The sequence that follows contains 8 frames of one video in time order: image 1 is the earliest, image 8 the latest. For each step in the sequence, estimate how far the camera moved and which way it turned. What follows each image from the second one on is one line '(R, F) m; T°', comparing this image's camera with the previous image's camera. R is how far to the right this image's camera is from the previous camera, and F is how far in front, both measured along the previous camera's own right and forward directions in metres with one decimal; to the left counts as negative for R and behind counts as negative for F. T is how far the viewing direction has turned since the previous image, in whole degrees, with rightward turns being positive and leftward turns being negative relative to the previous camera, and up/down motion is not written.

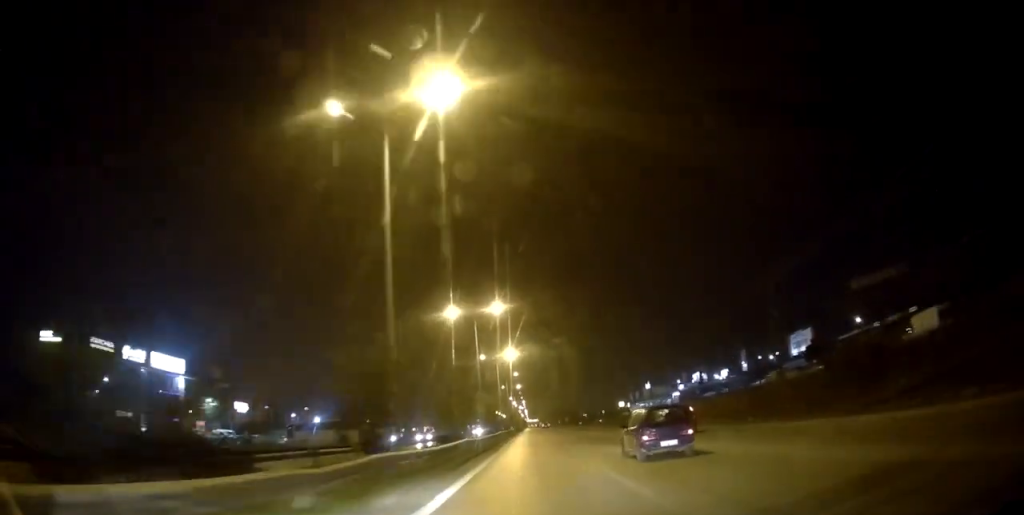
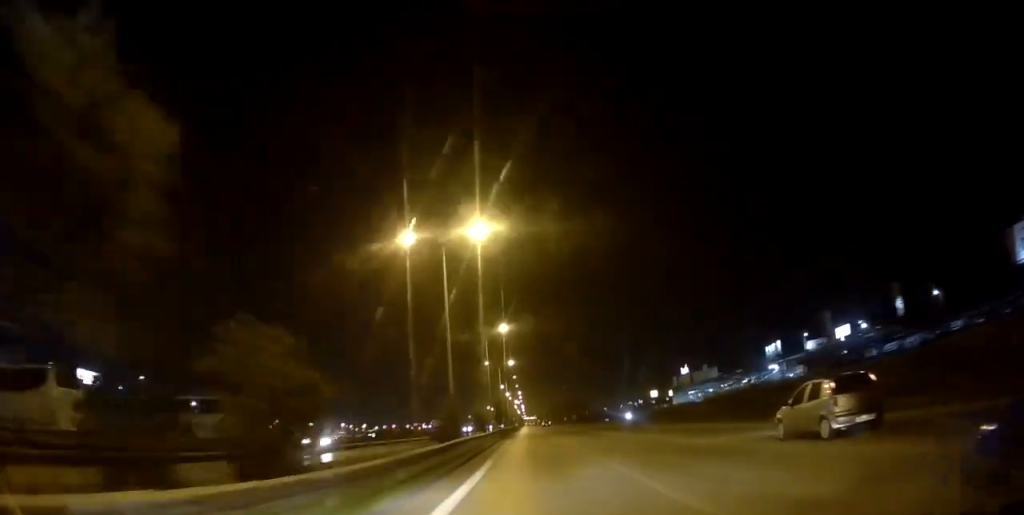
(-0.1, +55.5) m; +1°
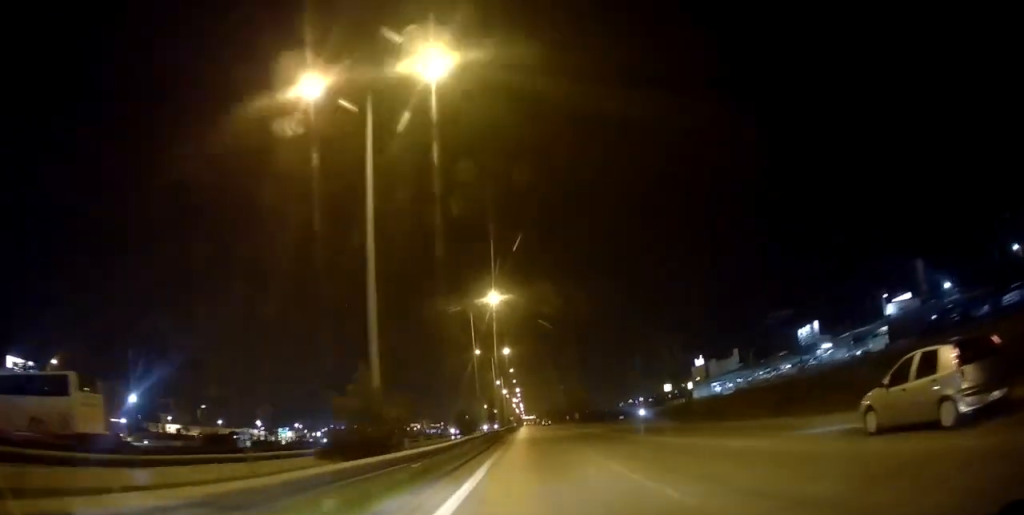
(0.0, +16.0) m; 0°
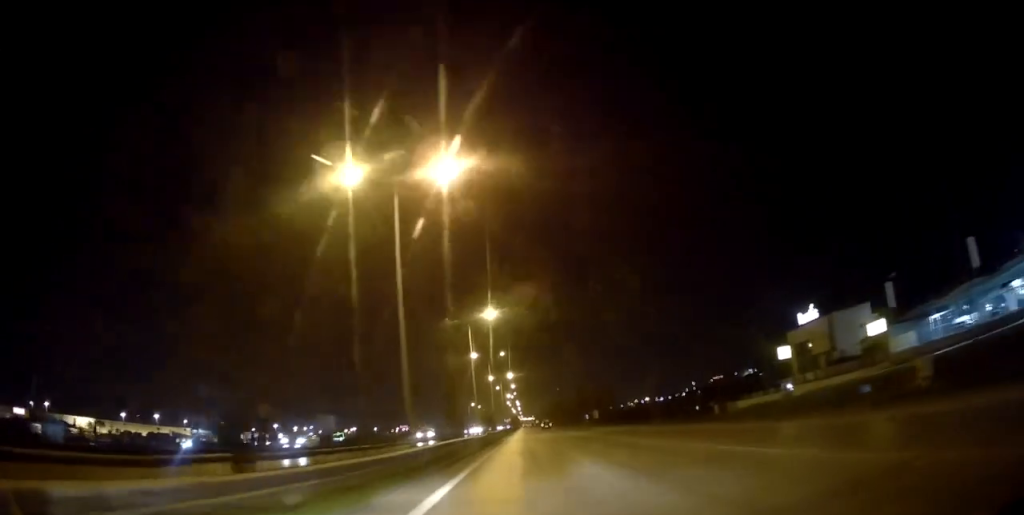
(0.0, +63.9) m; 0°
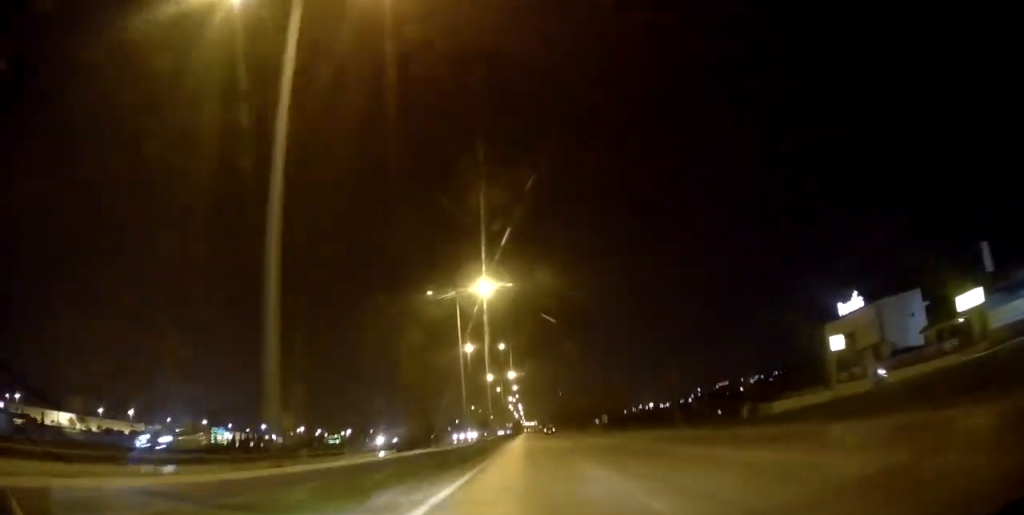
(+0.1, +13.4) m; 0°
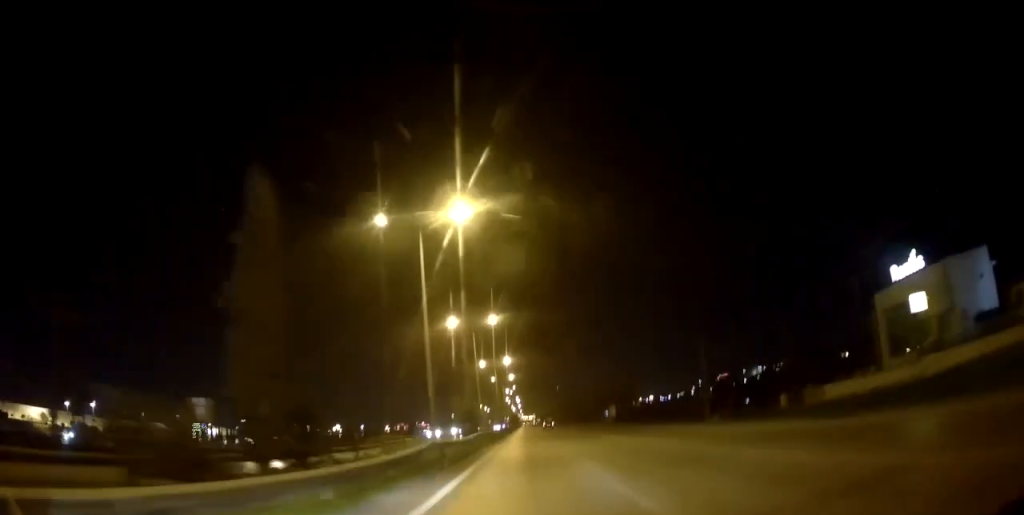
(+0.2, +15.1) m; 0°
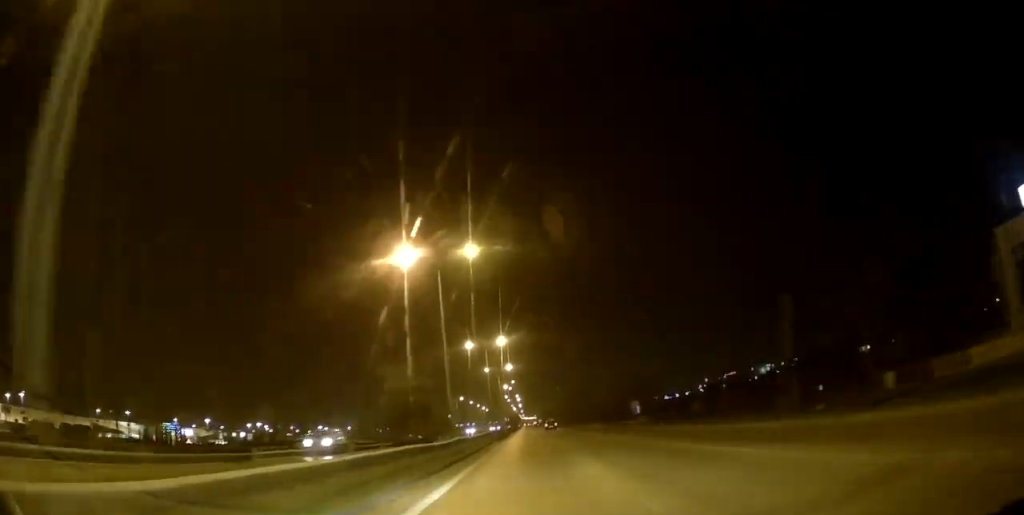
(-0.1, +24.5) m; 0°
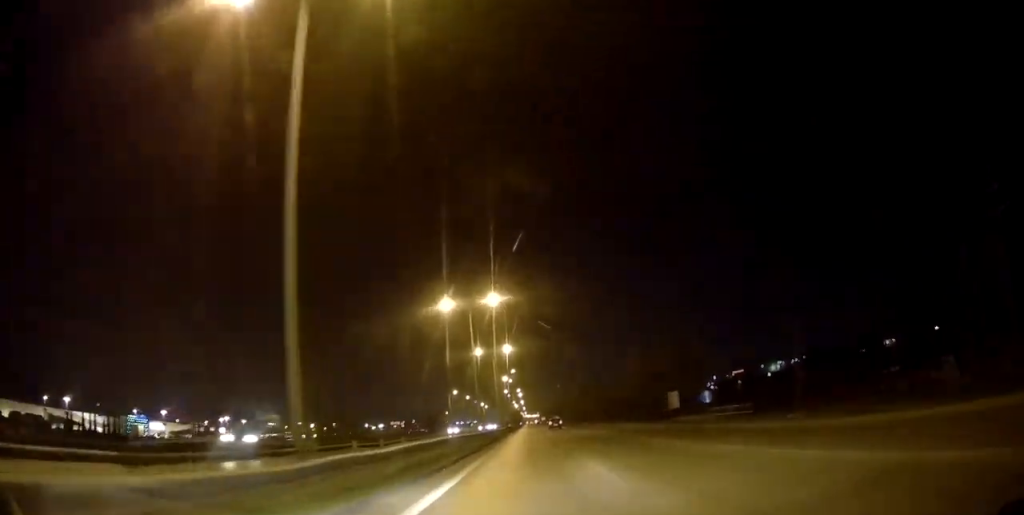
(-0.1, +24.4) m; 0°
